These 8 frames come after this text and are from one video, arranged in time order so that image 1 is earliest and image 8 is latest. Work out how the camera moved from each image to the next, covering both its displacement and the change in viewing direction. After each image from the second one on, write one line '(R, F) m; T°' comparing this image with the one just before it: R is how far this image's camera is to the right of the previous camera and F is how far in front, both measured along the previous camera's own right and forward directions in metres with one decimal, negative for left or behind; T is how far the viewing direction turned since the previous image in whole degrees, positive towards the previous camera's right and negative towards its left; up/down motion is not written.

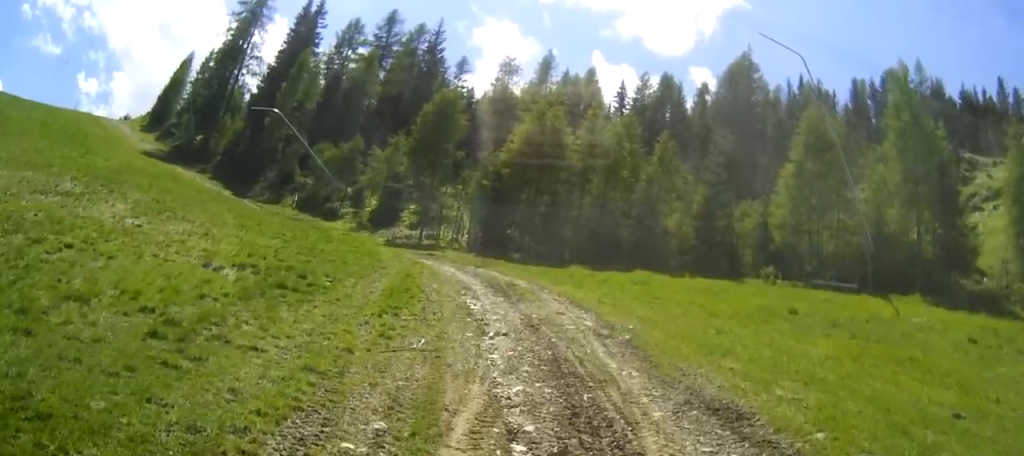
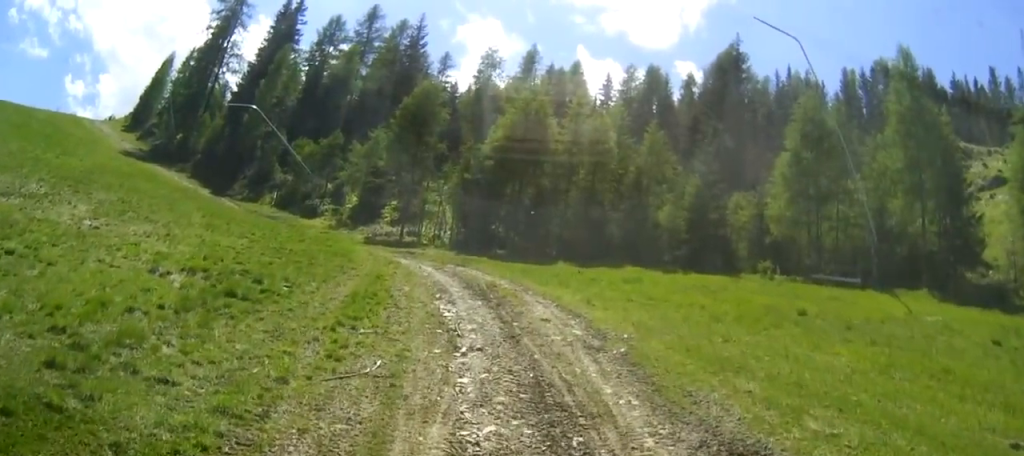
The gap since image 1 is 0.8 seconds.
(-0.1, +1.6) m; -2°
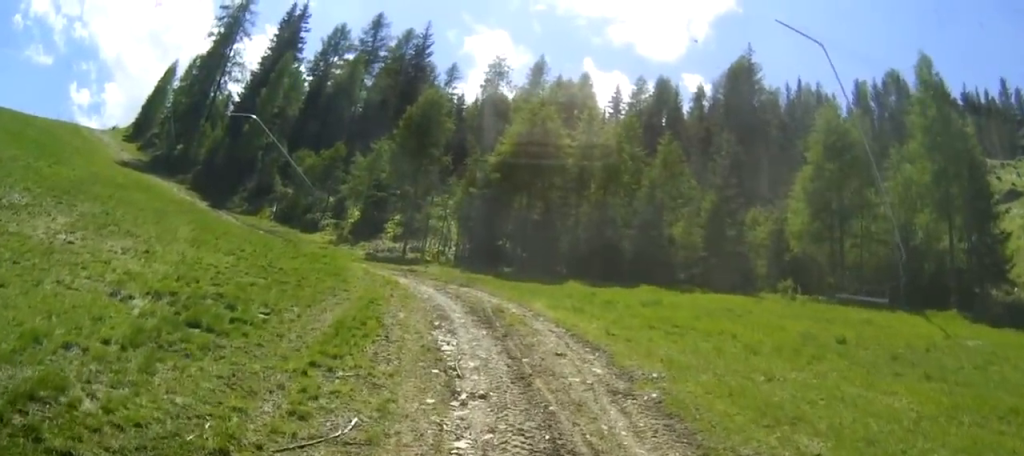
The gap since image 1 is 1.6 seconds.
(0.0, +1.7) m; 0°
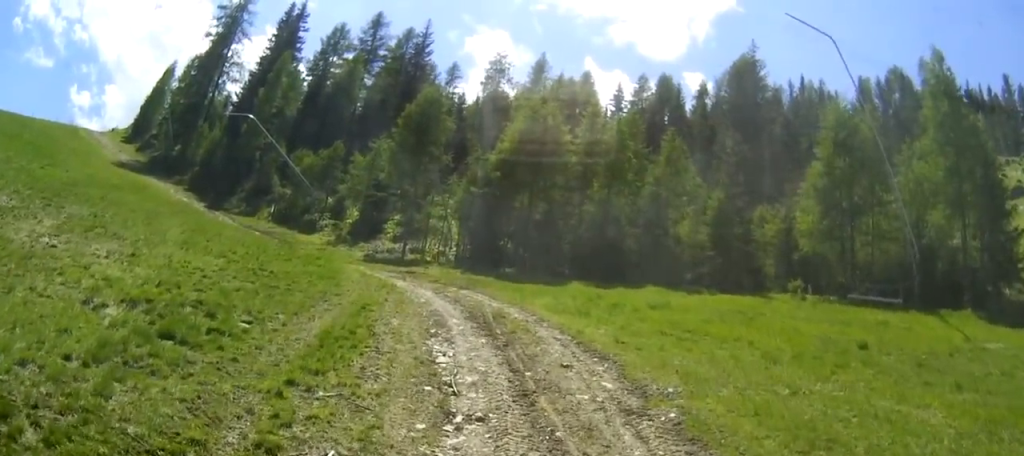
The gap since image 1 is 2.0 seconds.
(0.0, +0.9) m; +2°
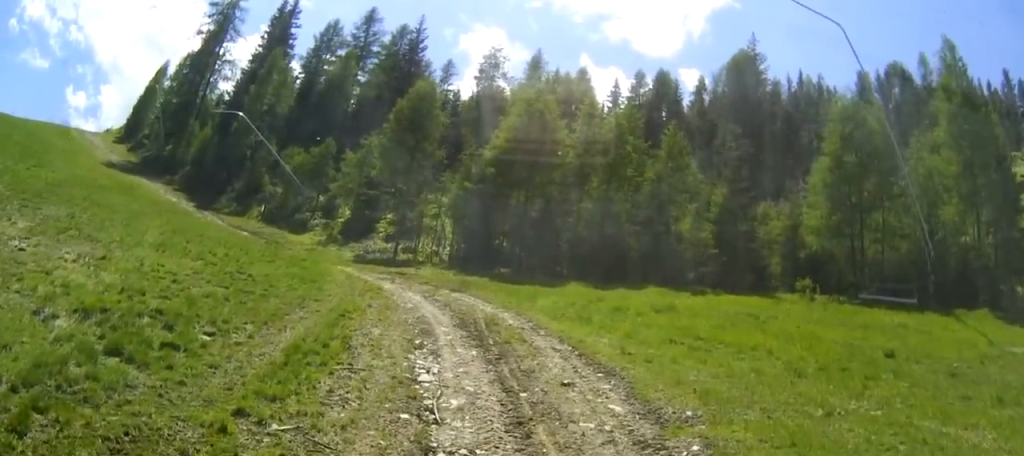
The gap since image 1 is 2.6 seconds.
(+0.1, +1.3) m; +2°
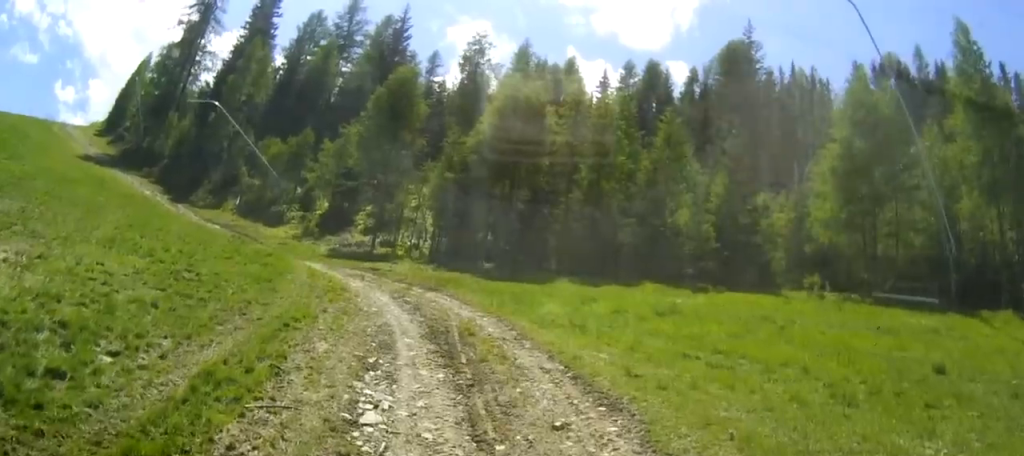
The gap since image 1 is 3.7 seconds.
(+0.1, +2.4) m; +1°
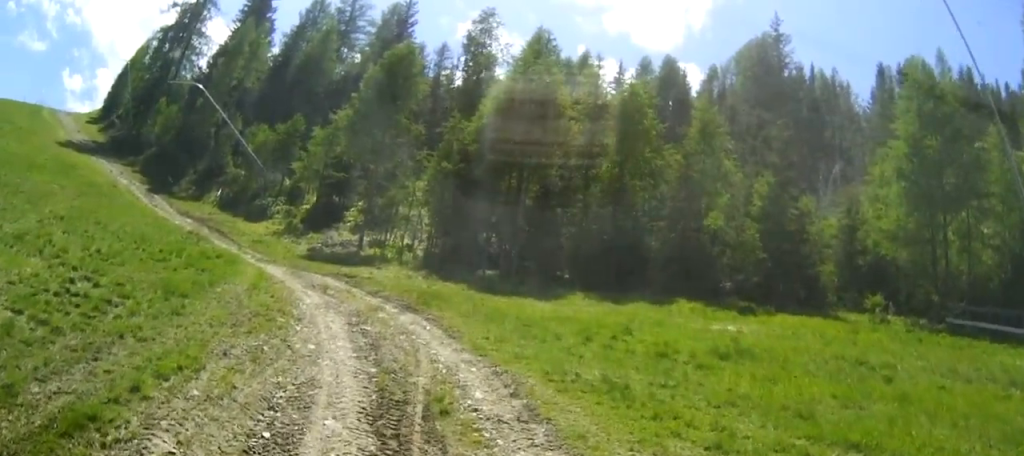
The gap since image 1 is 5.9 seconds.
(-0.2, +4.8) m; -7°
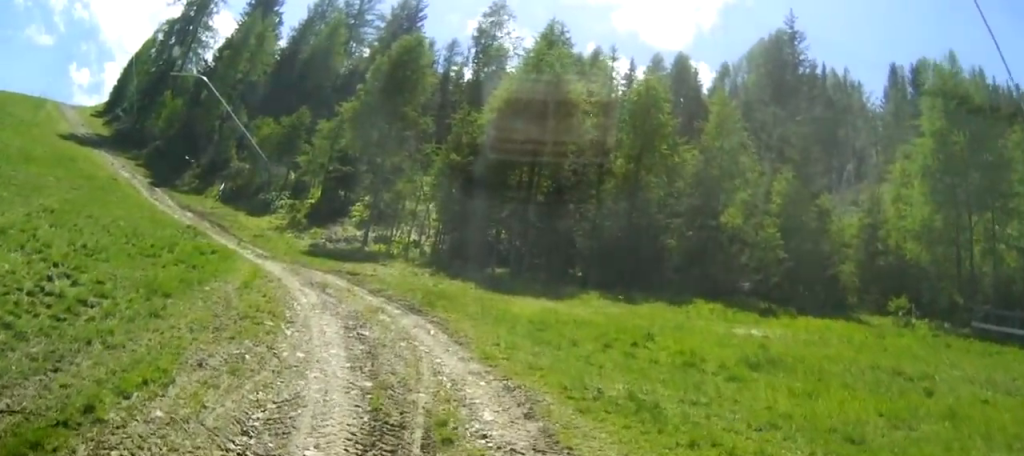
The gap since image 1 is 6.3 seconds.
(0.0, +1.0) m; -2°
